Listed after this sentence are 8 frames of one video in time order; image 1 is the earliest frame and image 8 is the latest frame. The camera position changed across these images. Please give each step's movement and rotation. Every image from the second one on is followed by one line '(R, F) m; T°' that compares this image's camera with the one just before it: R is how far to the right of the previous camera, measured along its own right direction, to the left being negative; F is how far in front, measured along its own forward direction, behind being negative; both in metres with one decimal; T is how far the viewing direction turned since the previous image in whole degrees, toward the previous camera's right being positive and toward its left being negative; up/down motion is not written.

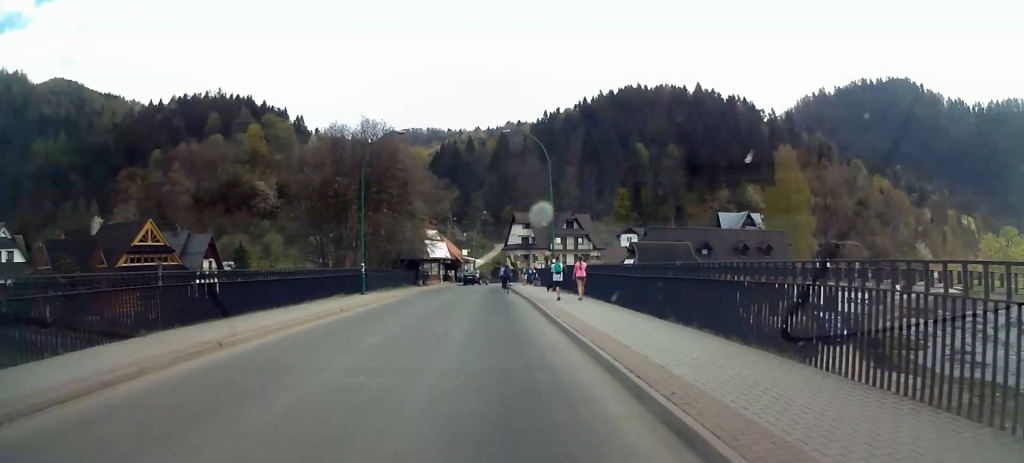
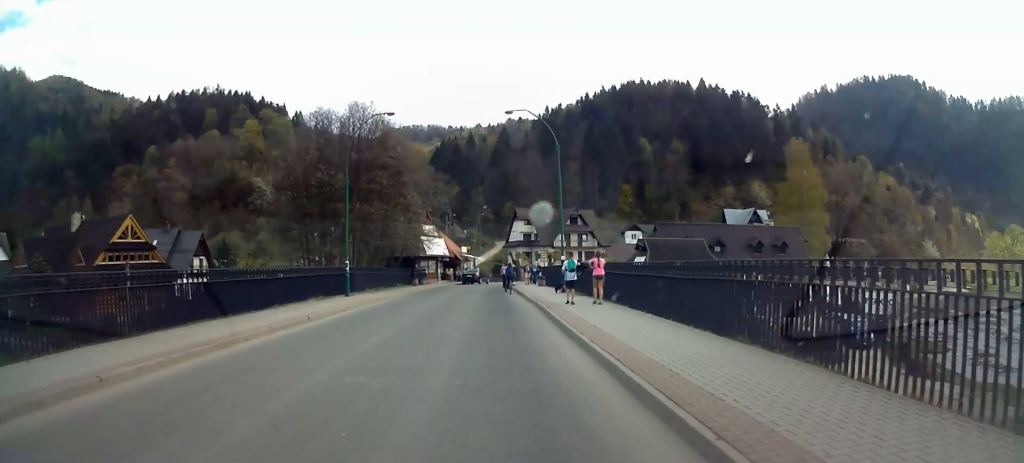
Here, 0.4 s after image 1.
(+0.2, +4.3) m; -1°
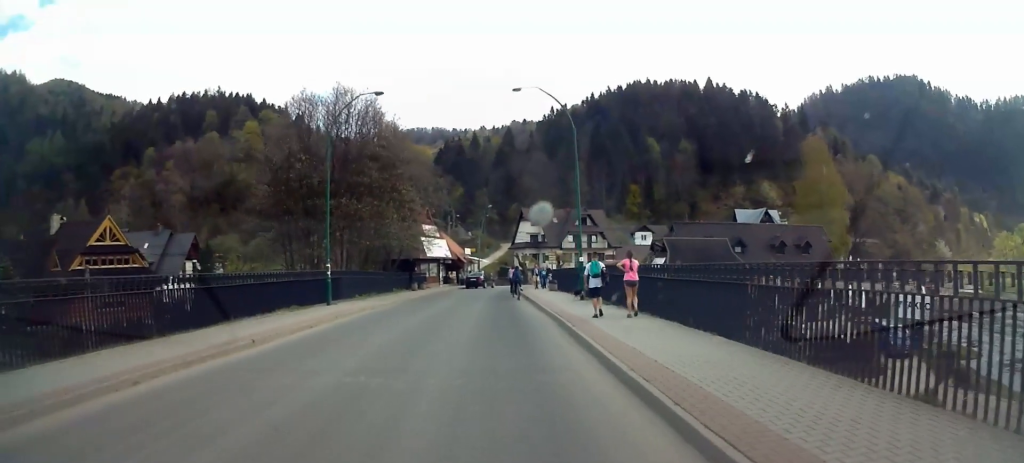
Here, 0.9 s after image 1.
(-0.2, +4.9) m; 0°
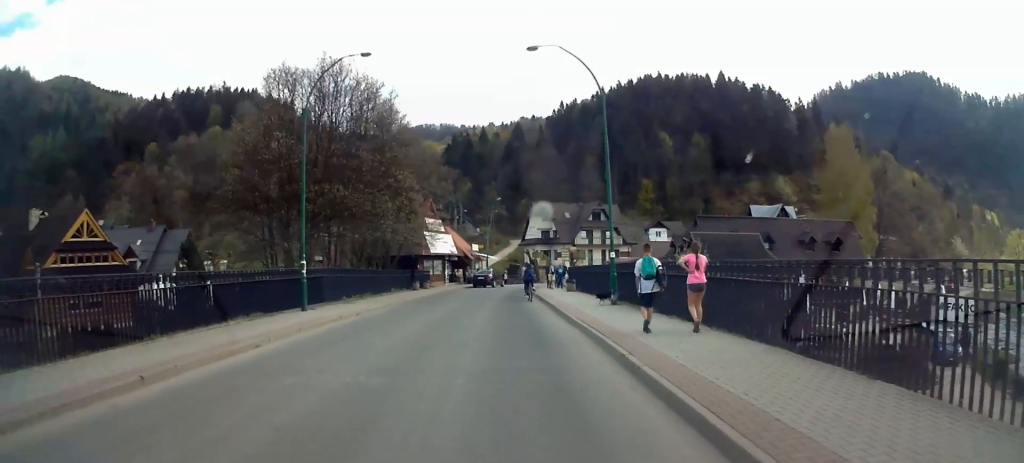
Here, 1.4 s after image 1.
(-0.3, +5.3) m; 0°
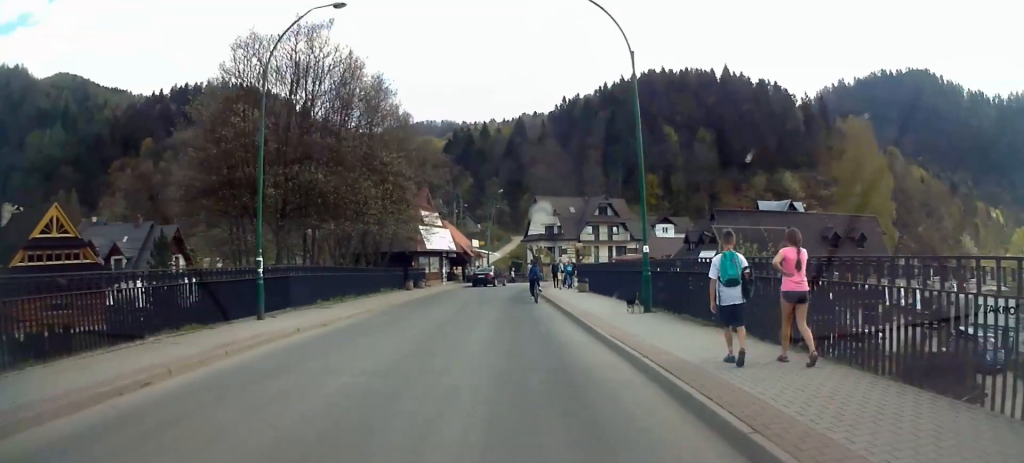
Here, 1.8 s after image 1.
(+0.2, +4.8) m; +1°
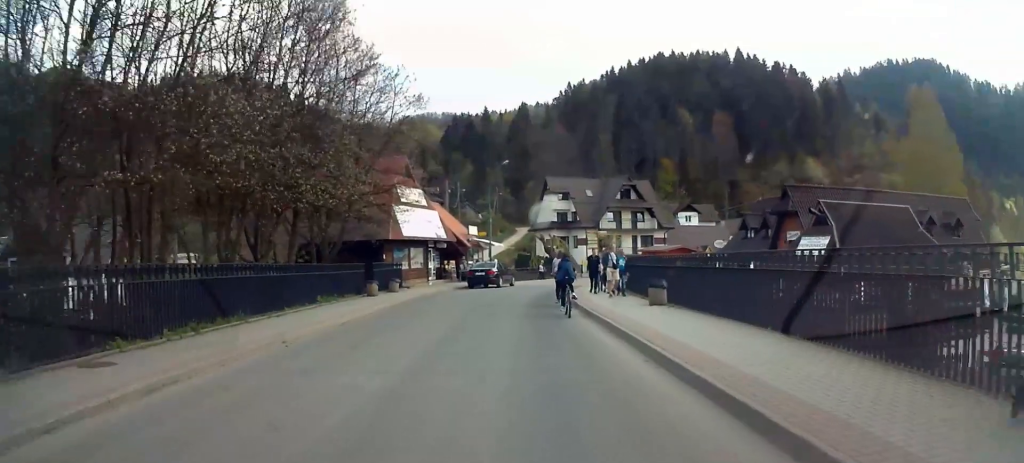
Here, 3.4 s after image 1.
(+0.3, +15.5) m; 0°
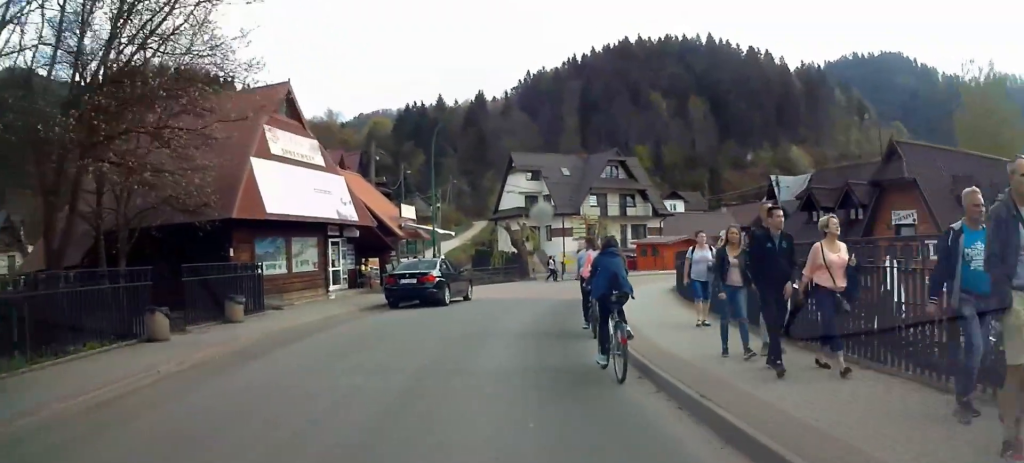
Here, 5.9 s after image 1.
(0.0, +21.0) m; +1°
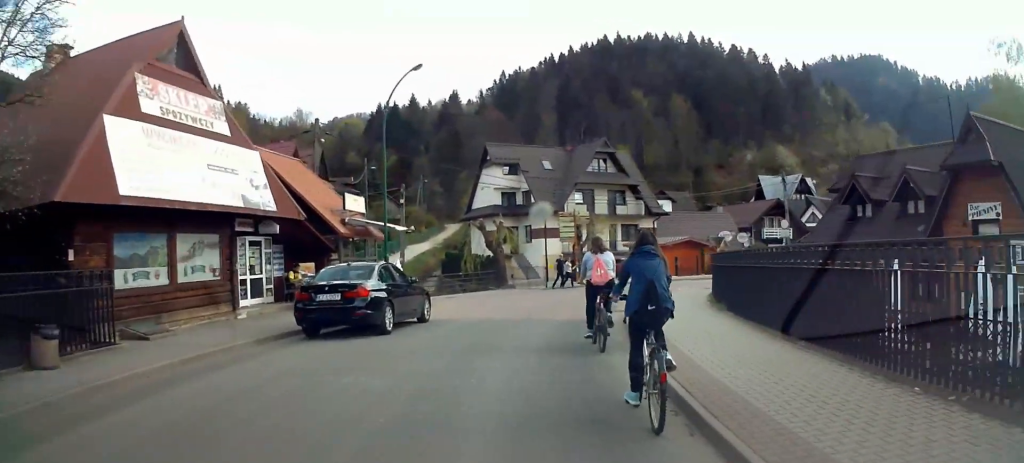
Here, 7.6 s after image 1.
(-0.1, +10.2) m; -2°
